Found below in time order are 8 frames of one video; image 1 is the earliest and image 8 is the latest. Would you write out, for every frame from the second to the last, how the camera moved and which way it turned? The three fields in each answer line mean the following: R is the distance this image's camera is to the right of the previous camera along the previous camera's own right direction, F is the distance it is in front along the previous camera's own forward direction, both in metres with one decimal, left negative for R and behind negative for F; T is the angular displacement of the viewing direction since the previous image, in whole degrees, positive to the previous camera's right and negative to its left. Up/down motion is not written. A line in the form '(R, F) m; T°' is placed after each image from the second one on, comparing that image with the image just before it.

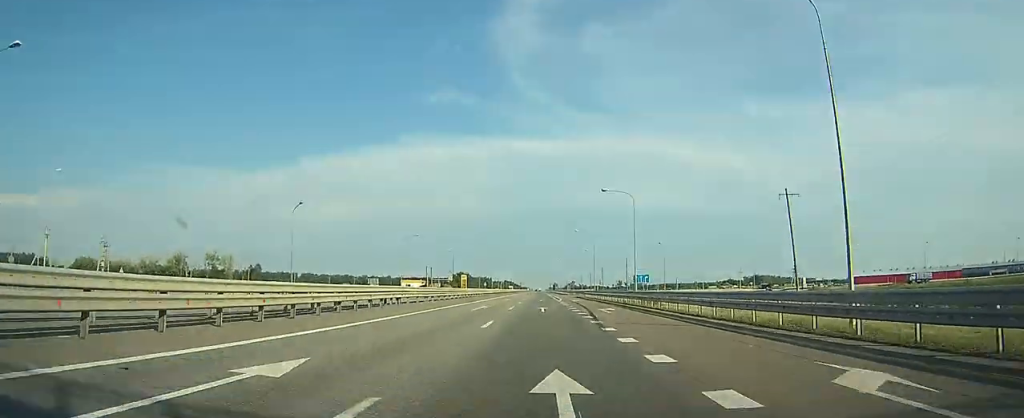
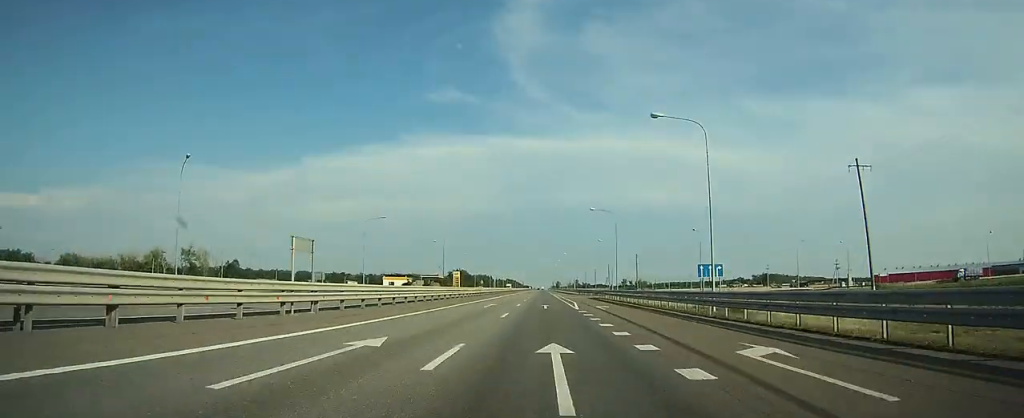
(0.0, +25.3) m; 0°
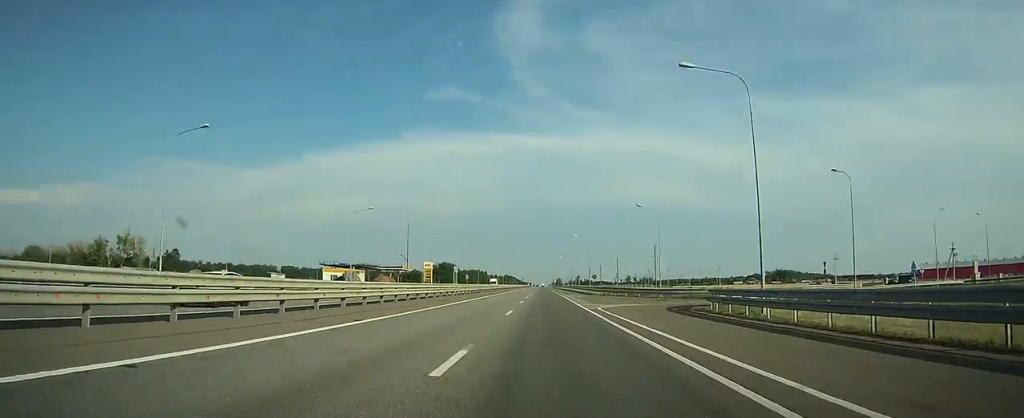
(-0.3, +48.2) m; -1°
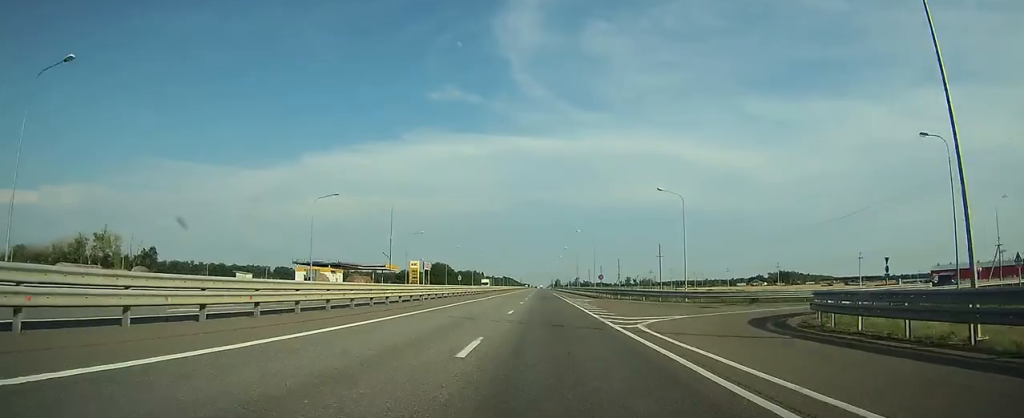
(0.0, +13.7) m; 0°
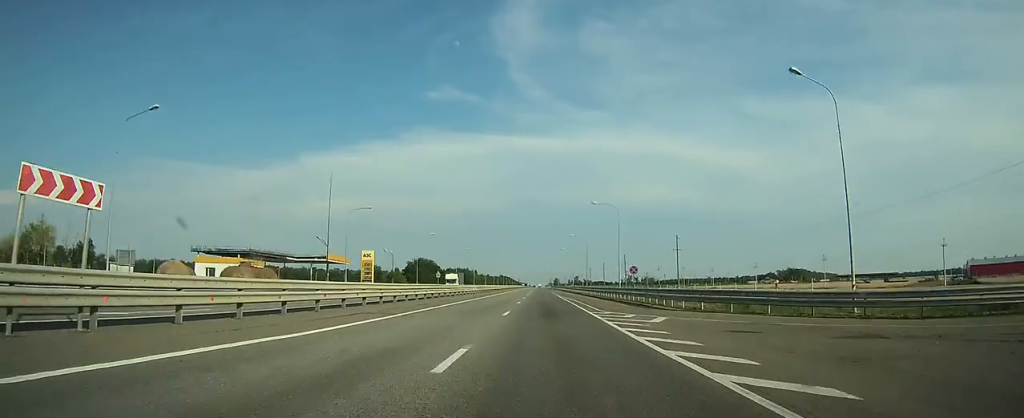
(0.0, +33.8) m; 0°
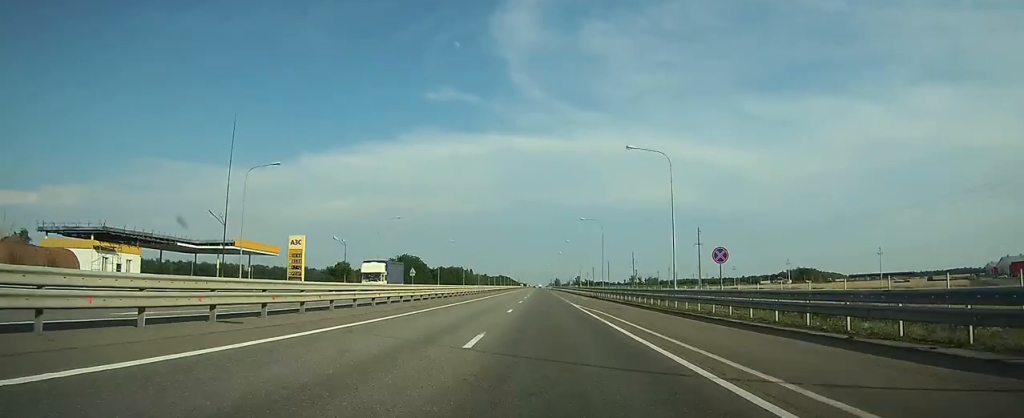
(+0.1, +28.3) m; +1°
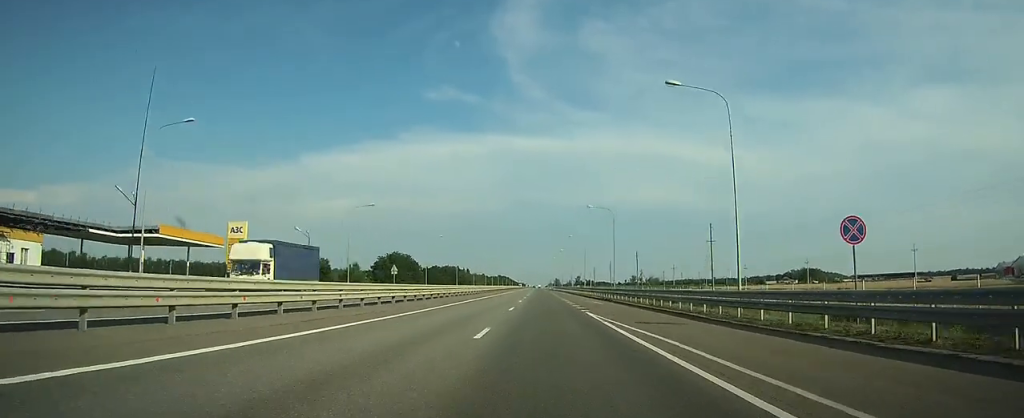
(+0.1, +13.7) m; 0°
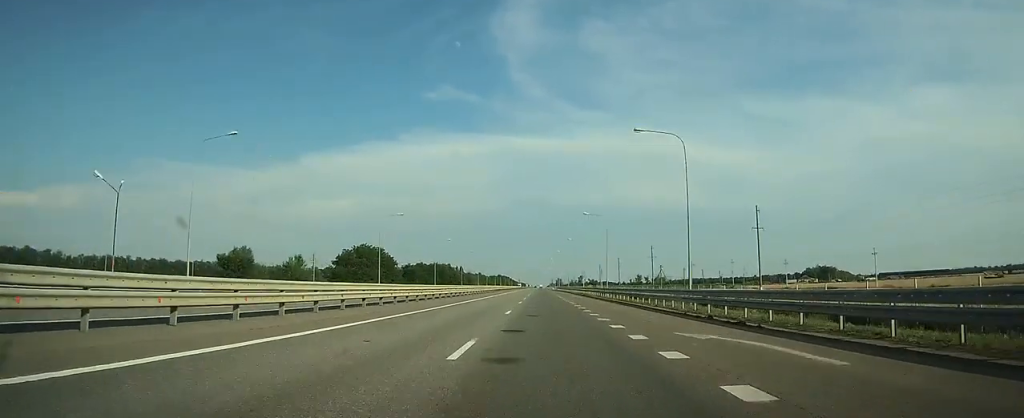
(+0.1, +35.7) m; 0°
